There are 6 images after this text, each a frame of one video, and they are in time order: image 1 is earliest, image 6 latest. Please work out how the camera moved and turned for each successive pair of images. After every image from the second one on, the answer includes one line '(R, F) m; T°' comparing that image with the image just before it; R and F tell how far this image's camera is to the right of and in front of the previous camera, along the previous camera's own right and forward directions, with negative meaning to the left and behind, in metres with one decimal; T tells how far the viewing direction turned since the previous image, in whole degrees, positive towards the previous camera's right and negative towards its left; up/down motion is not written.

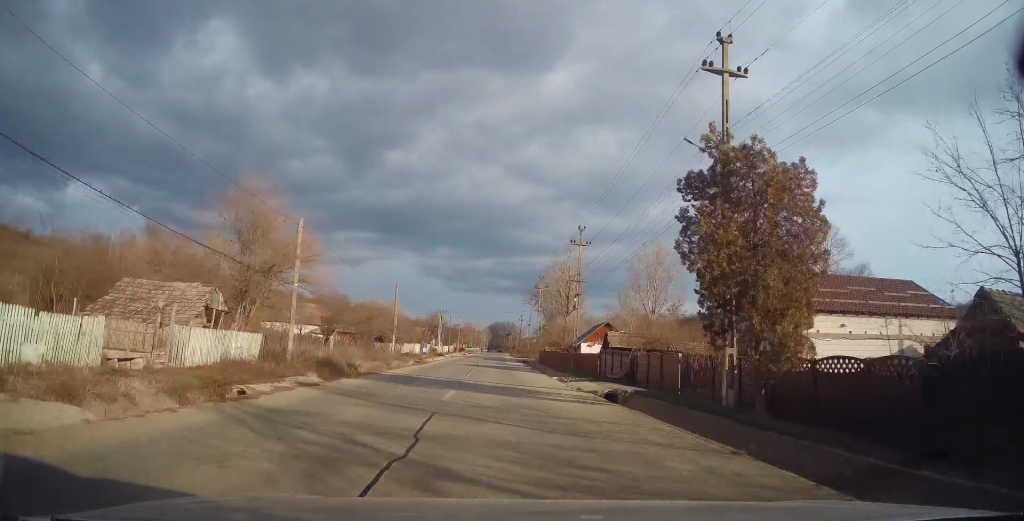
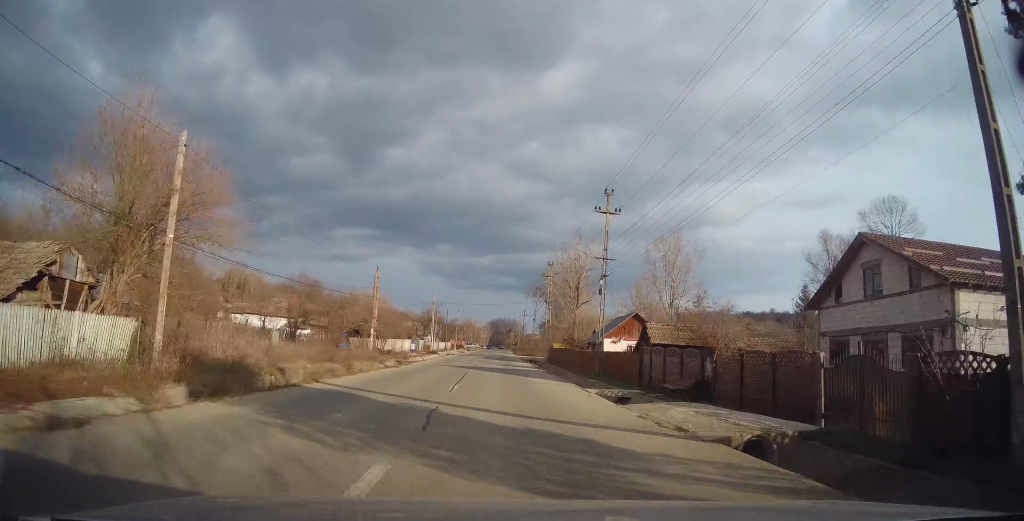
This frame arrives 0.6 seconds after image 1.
(-0.4, +10.0) m; 0°
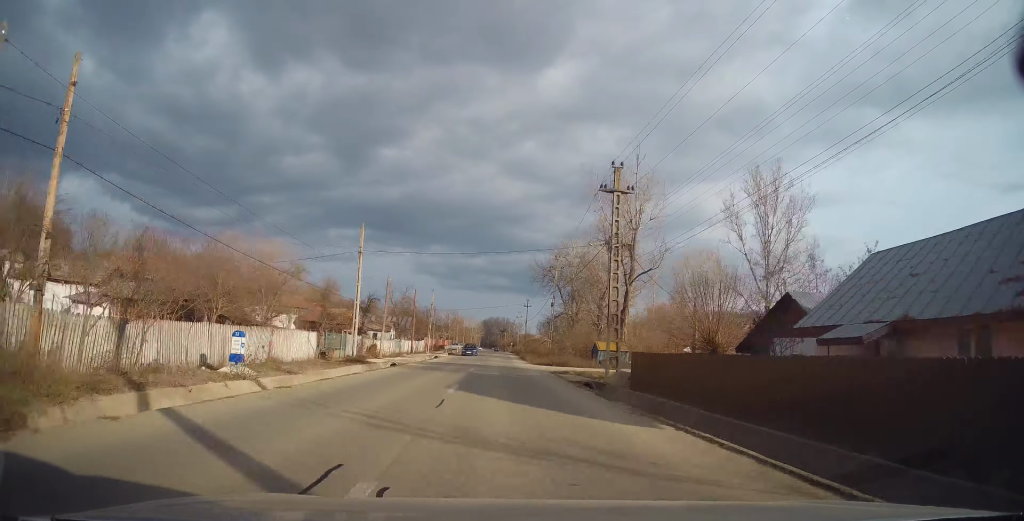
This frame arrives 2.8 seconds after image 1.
(0.0, +35.0) m; +1°
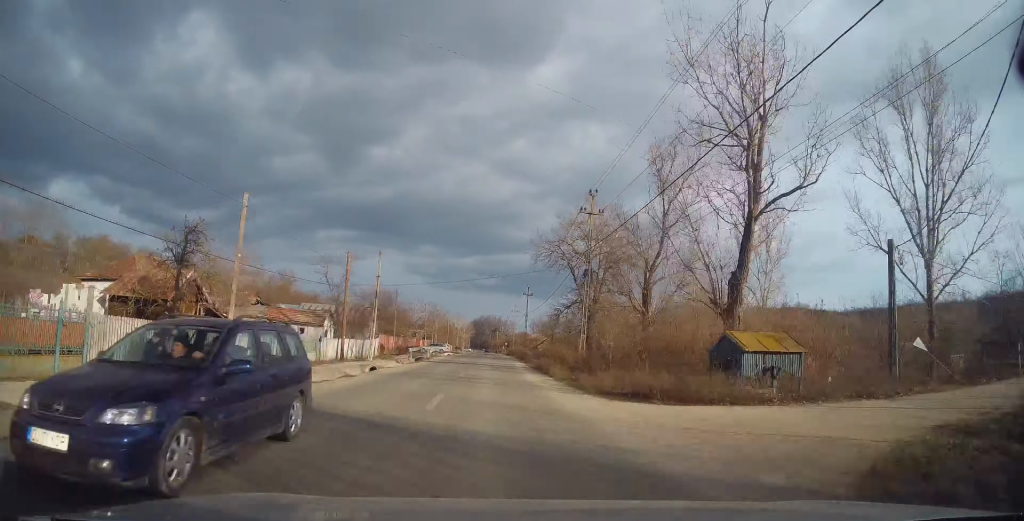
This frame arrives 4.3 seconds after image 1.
(+0.5, +25.1) m; 0°
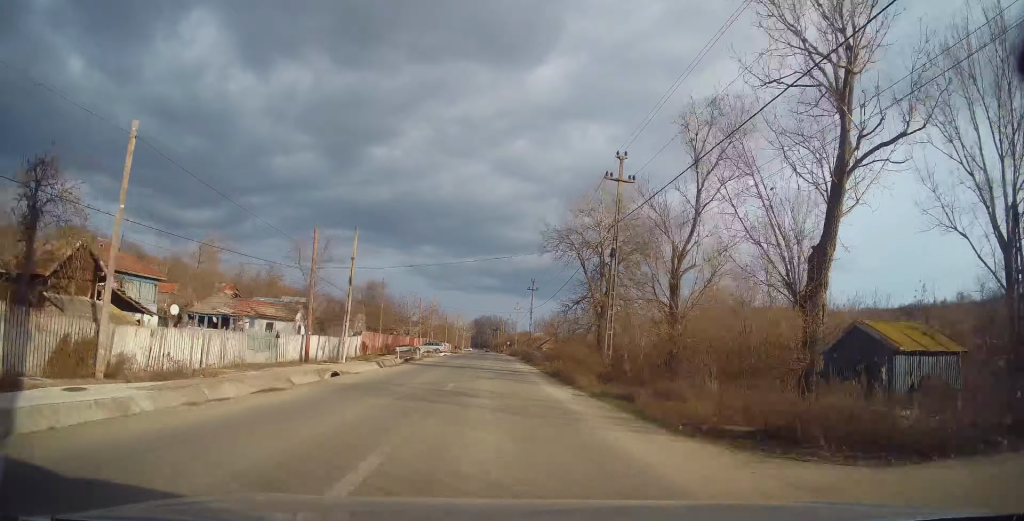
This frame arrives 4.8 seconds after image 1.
(-0.3, +7.2) m; 0°
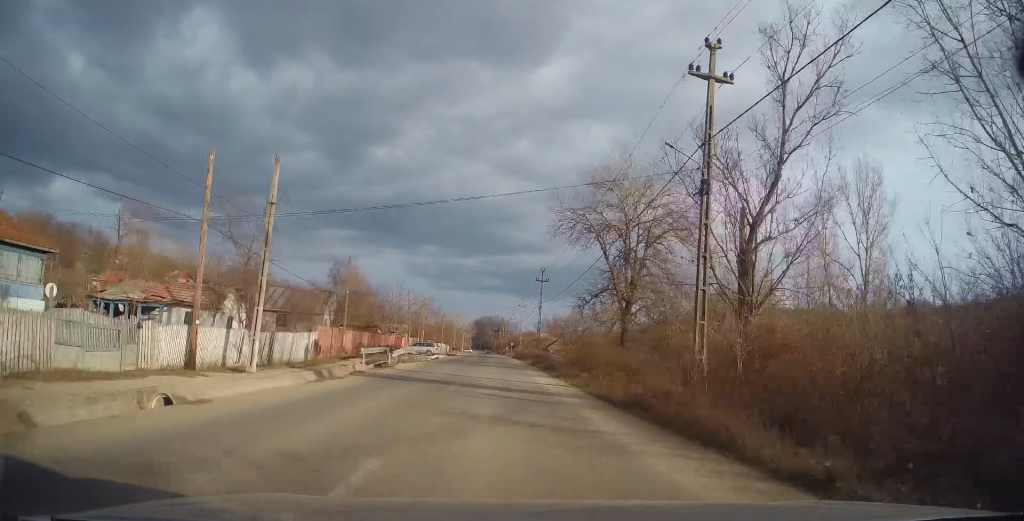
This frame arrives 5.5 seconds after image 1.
(+0.2, +11.8) m; +1°
